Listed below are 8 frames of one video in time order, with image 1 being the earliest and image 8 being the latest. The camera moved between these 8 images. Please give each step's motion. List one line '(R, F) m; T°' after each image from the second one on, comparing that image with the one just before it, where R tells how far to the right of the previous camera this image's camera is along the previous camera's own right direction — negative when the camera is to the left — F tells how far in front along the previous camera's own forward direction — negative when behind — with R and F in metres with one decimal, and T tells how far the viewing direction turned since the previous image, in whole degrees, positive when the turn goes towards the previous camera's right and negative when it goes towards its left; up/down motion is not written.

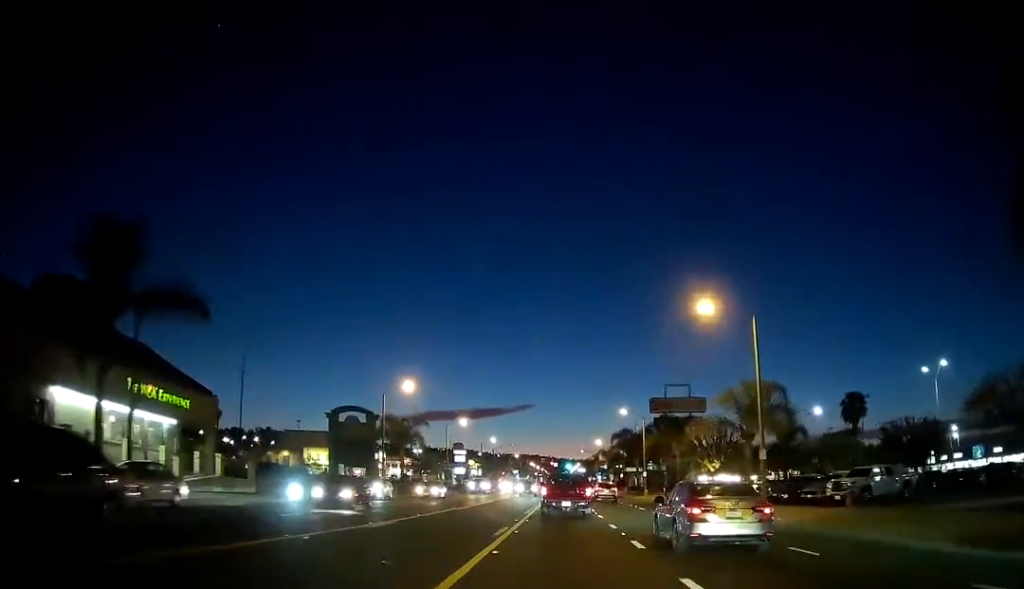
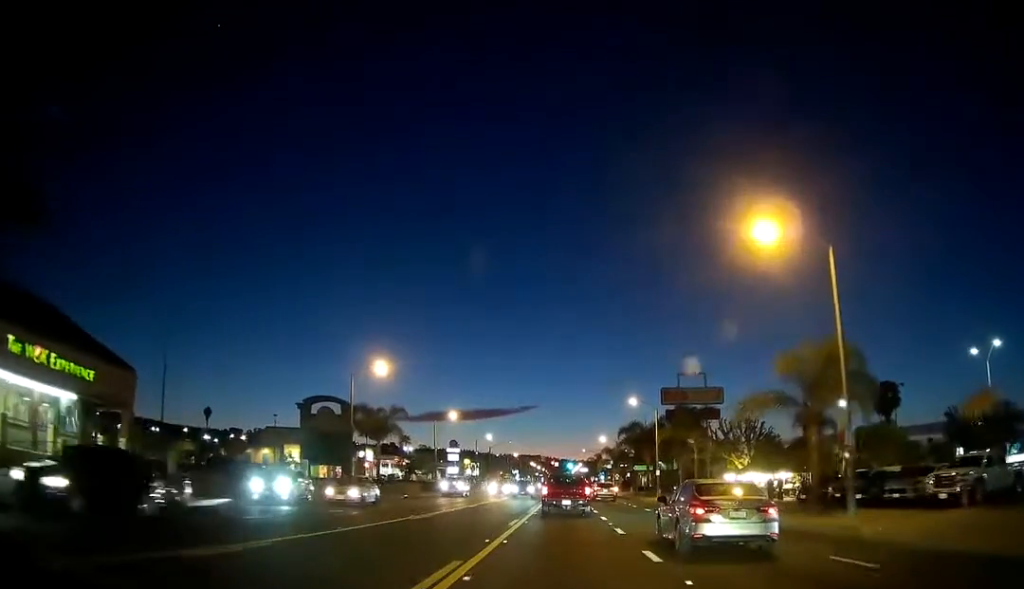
(+0.2, +10.4) m; 0°
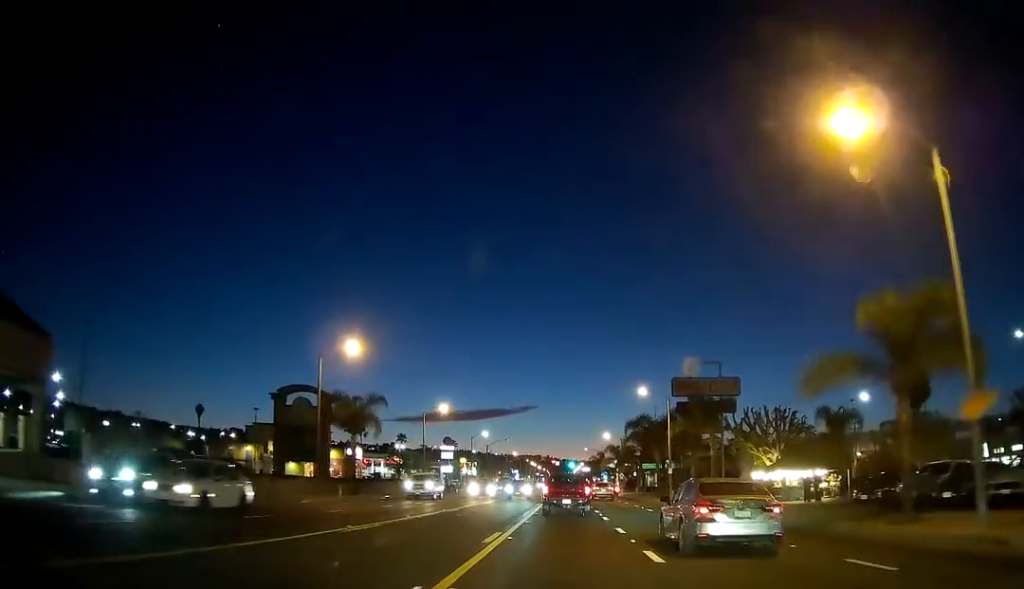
(-0.1, +7.6) m; 0°
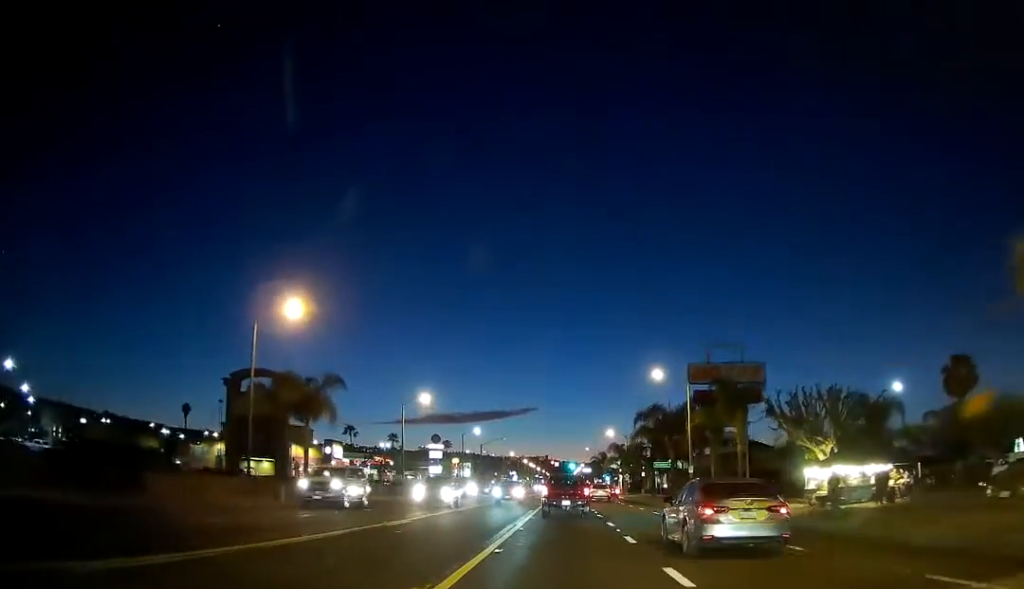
(-0.1, +10.8) m; -1°
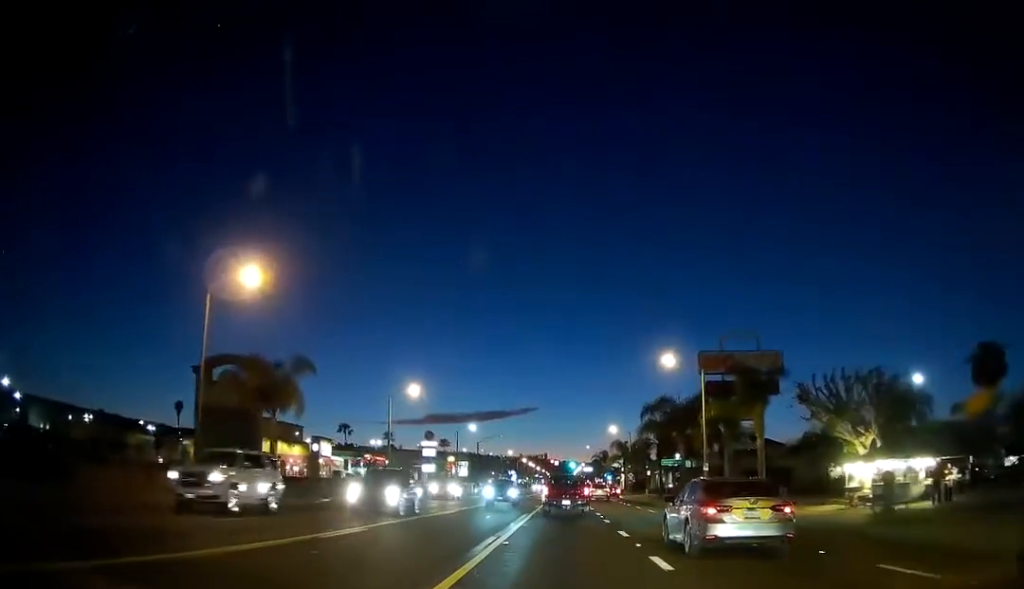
(0.0, +5.9) m; 0°
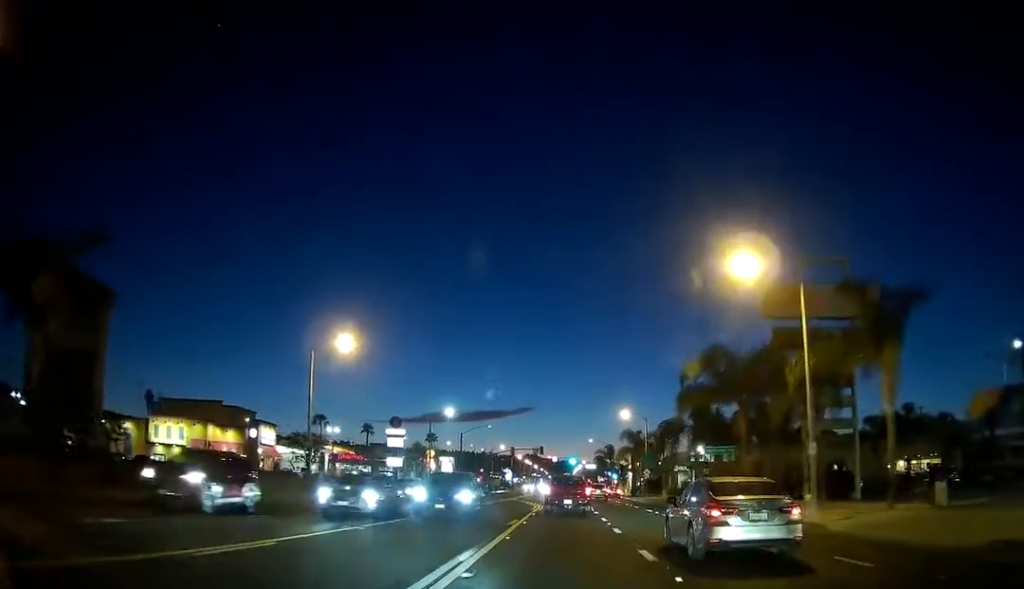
(+0.1, +21.0) m; +1°
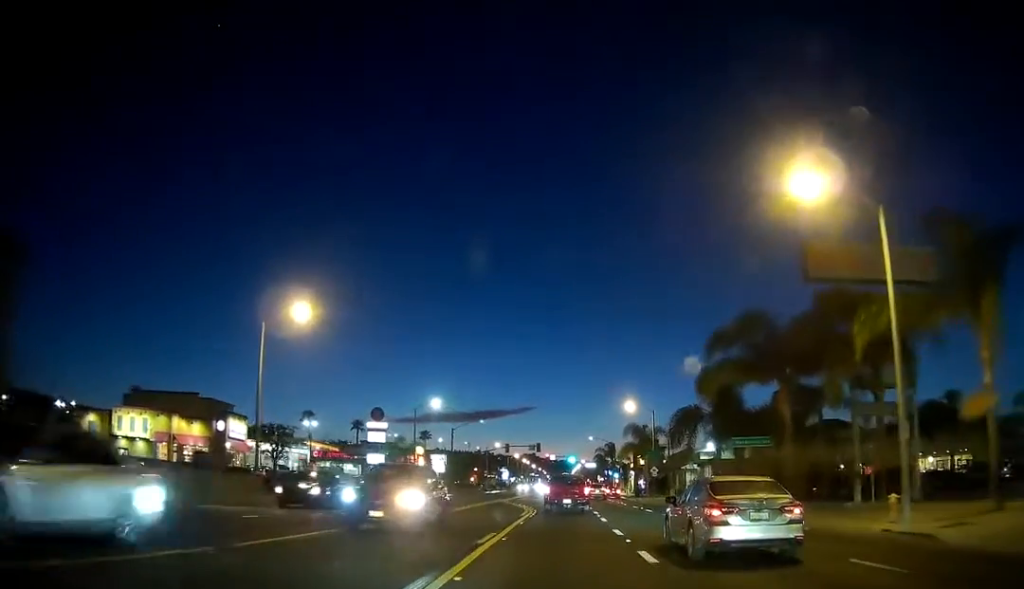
(+0.1, +7.7) m; 0°
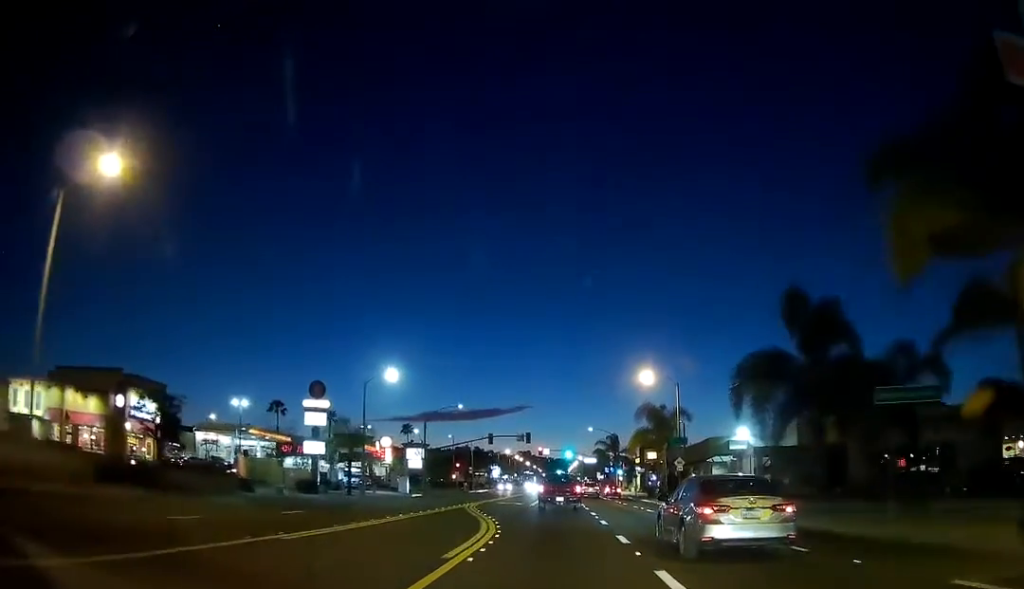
(-0.2, +19.2) m; -1°
